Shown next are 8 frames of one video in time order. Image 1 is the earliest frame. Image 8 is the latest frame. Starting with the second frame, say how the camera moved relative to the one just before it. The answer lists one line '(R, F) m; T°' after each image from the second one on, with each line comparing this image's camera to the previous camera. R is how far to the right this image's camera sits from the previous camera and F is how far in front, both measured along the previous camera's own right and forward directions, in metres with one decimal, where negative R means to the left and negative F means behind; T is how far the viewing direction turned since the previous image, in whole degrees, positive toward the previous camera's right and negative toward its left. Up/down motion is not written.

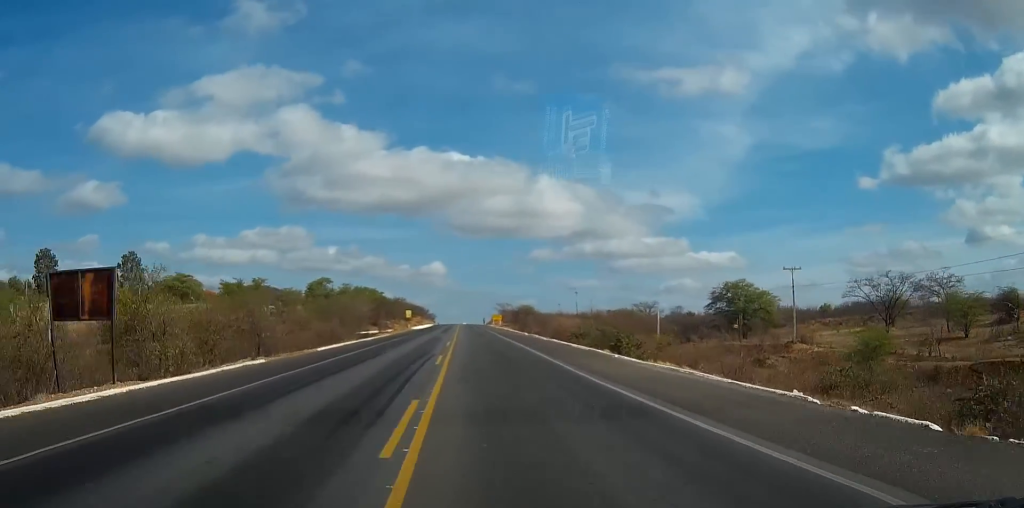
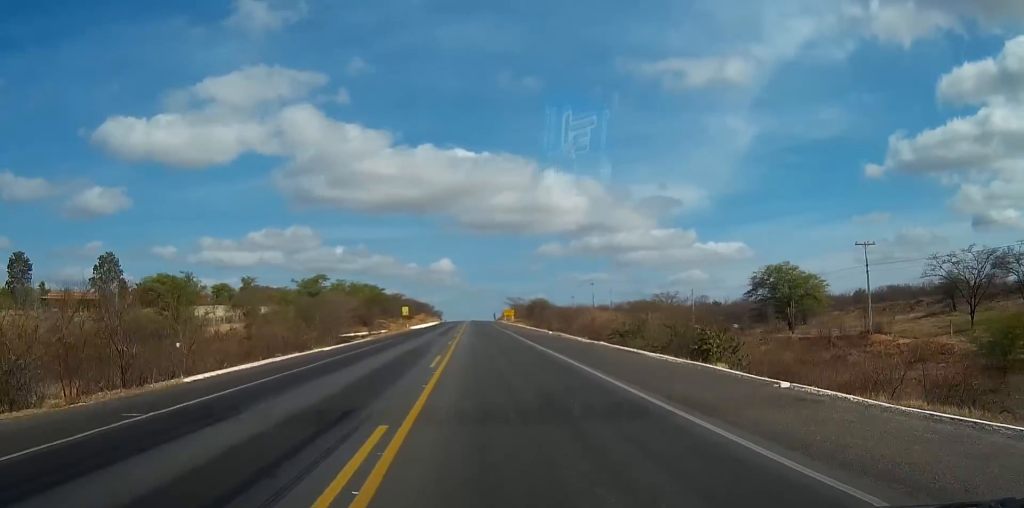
(0.0, +16.2) m; 0°
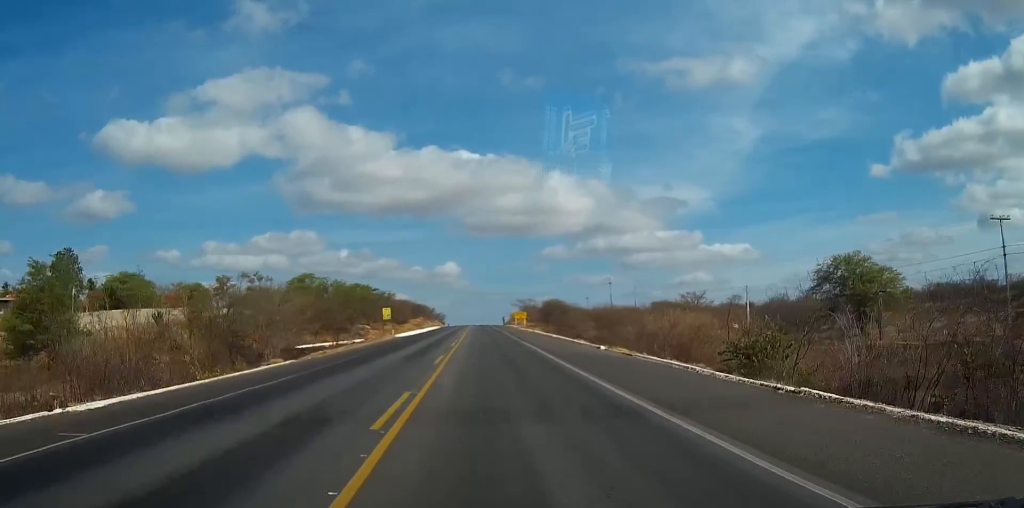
(-0.1, +21.7) m; 0°
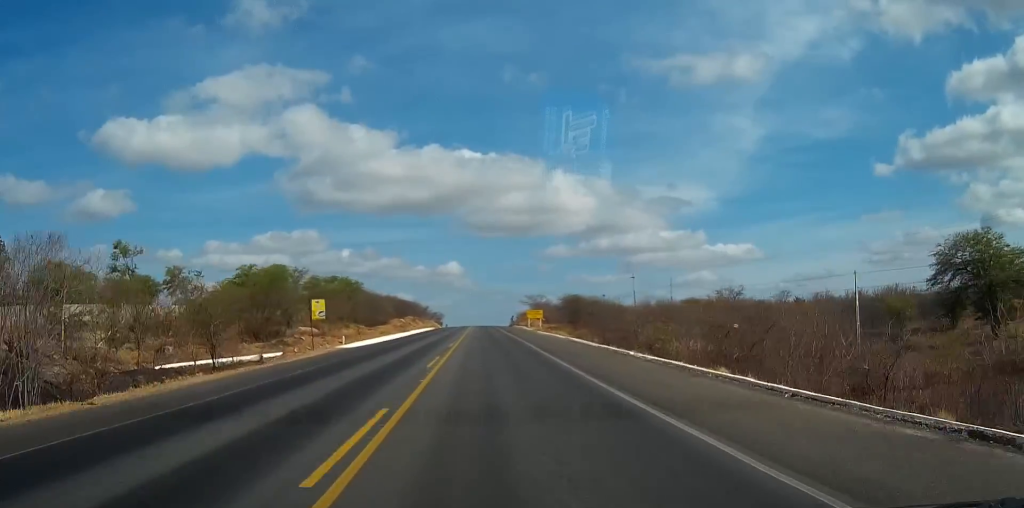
(-0.1, +28.3) m; 0°
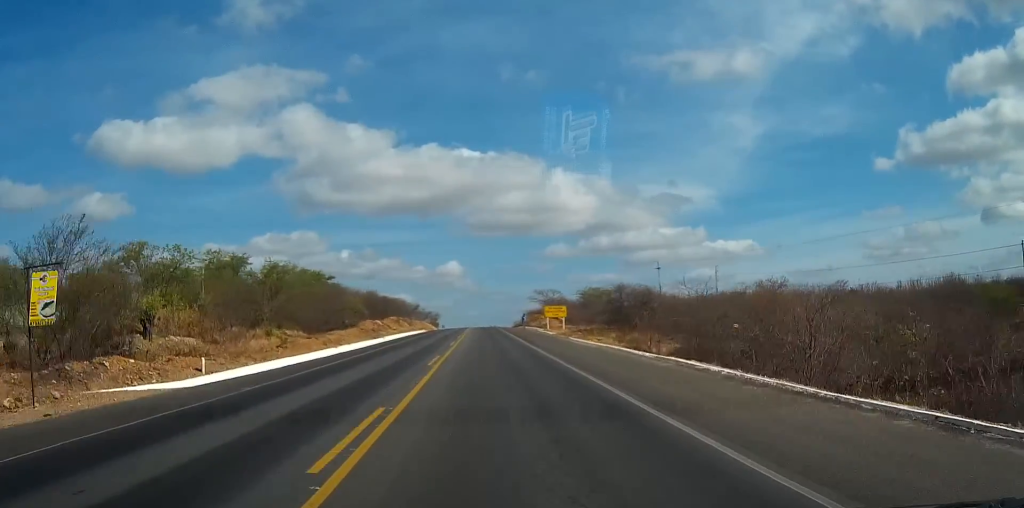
(0.0, +24.9) m; 0°
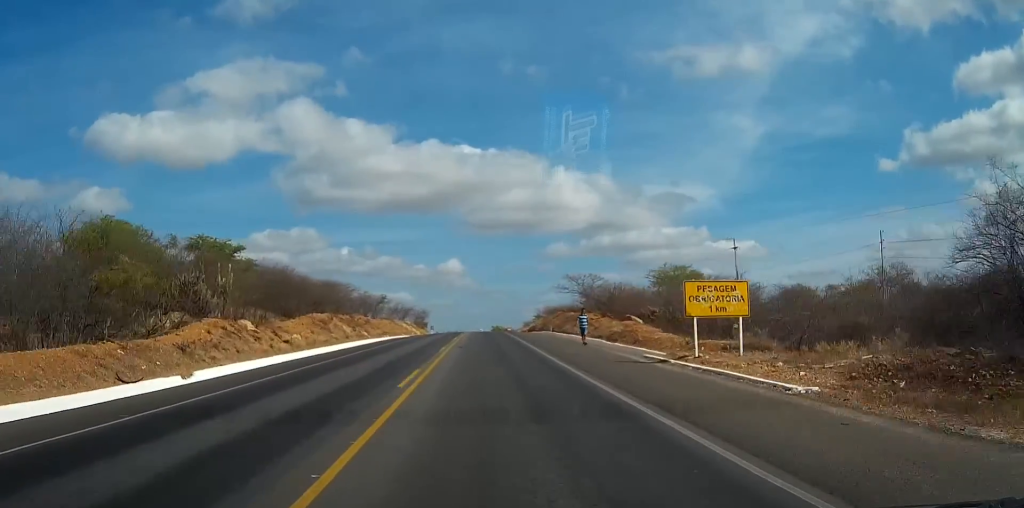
(-0.3, +45.7) m; 0°
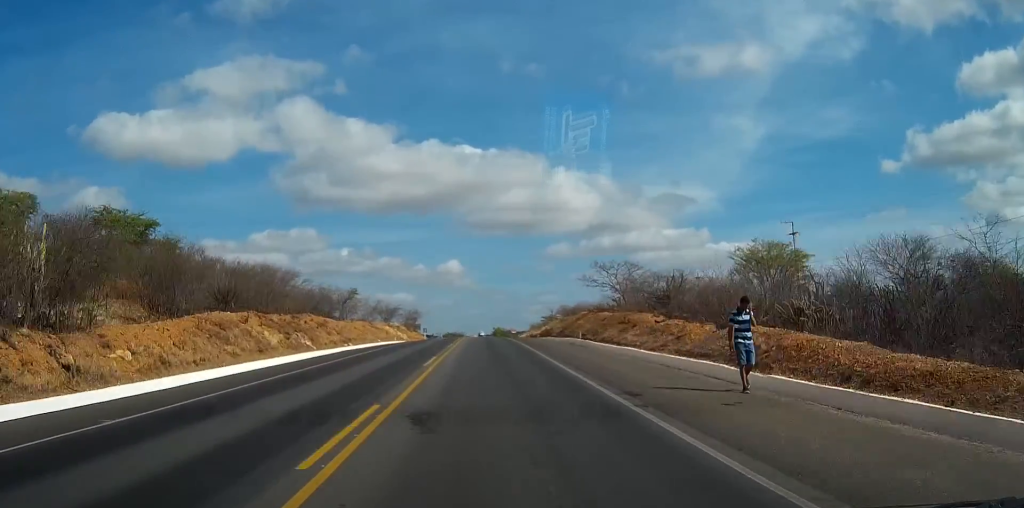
(-0.1, +20.7) m; 0°
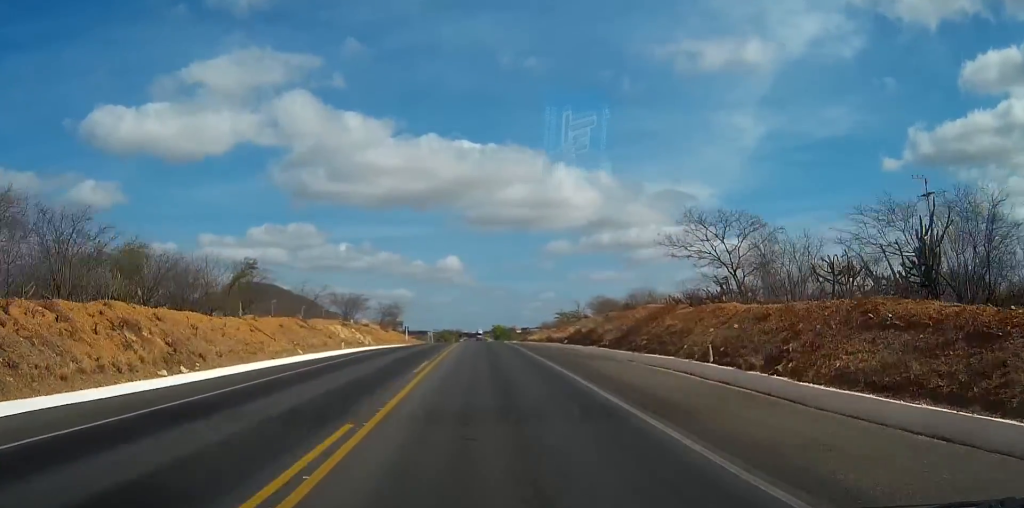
(-0.2, +29.4) m; 0°
